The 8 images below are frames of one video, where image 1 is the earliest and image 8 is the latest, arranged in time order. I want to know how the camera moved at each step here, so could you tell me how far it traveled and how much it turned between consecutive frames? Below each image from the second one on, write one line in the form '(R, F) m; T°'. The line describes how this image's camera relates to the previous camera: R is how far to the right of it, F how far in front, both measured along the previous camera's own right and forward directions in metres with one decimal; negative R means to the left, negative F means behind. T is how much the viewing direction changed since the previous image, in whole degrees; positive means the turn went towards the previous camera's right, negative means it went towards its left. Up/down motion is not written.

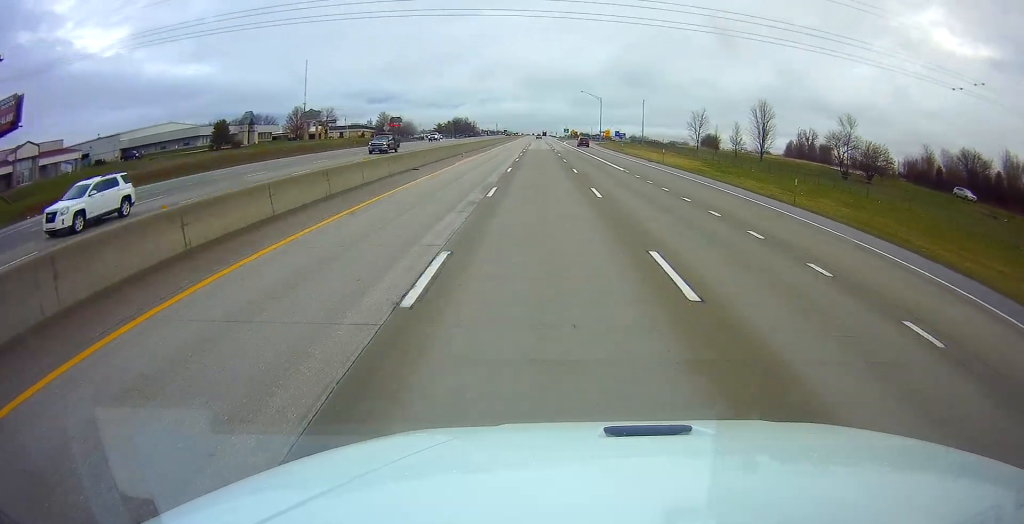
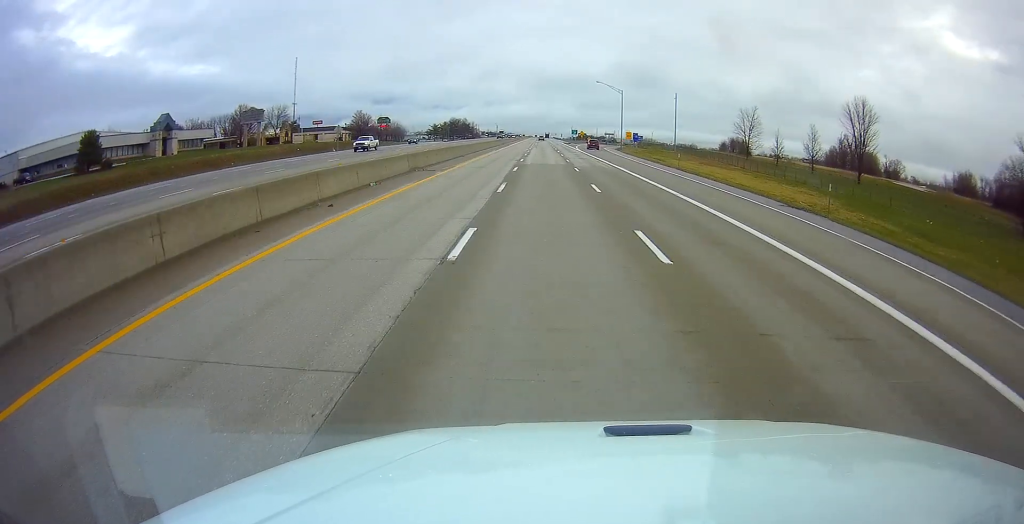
(-0.7, +34.4) m; -1°
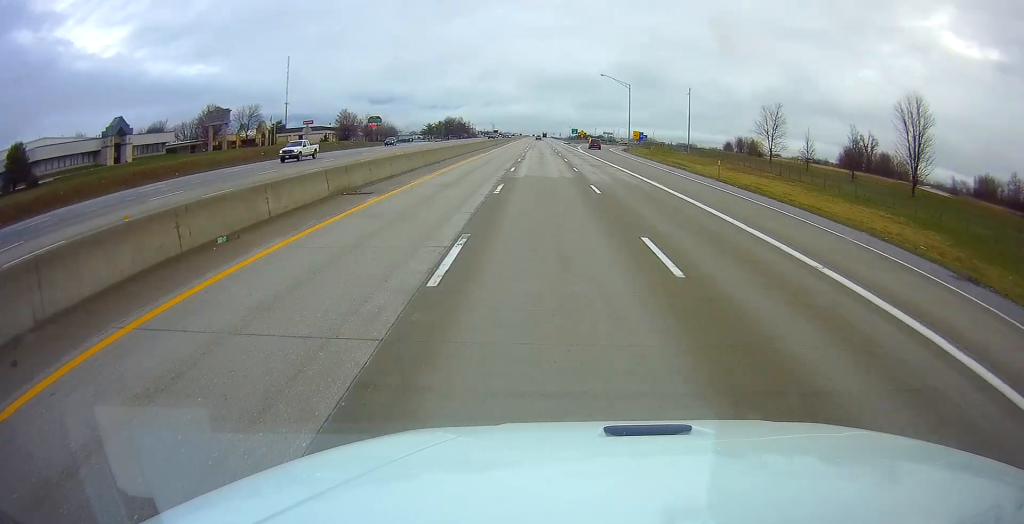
(0.0, +13.2) m; 0°
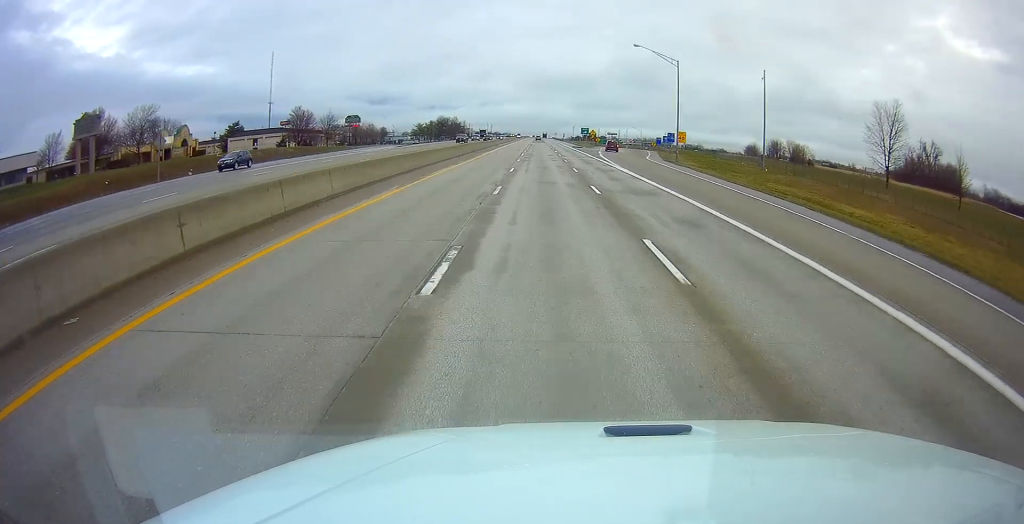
(0.0, +37.3) m; +1°
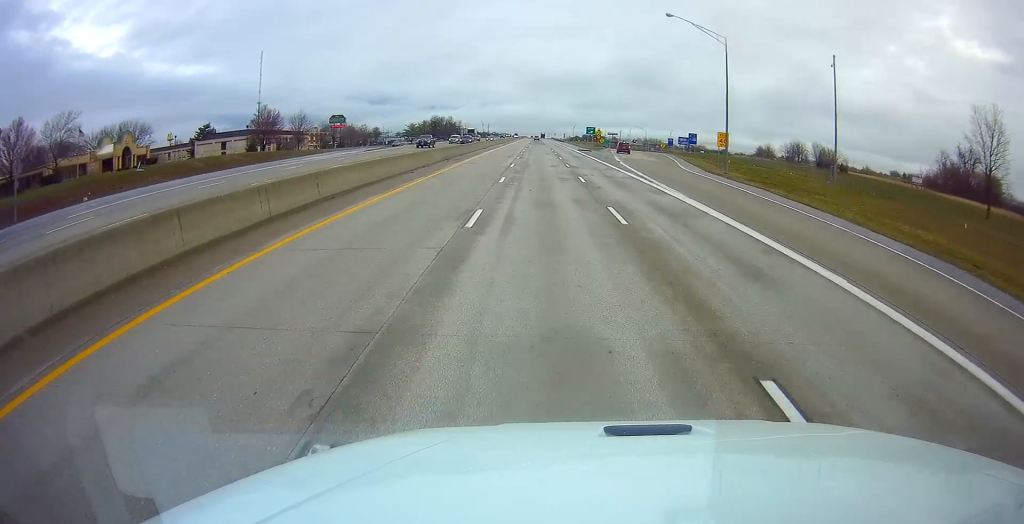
(+0.4, +19.2) m; 0°
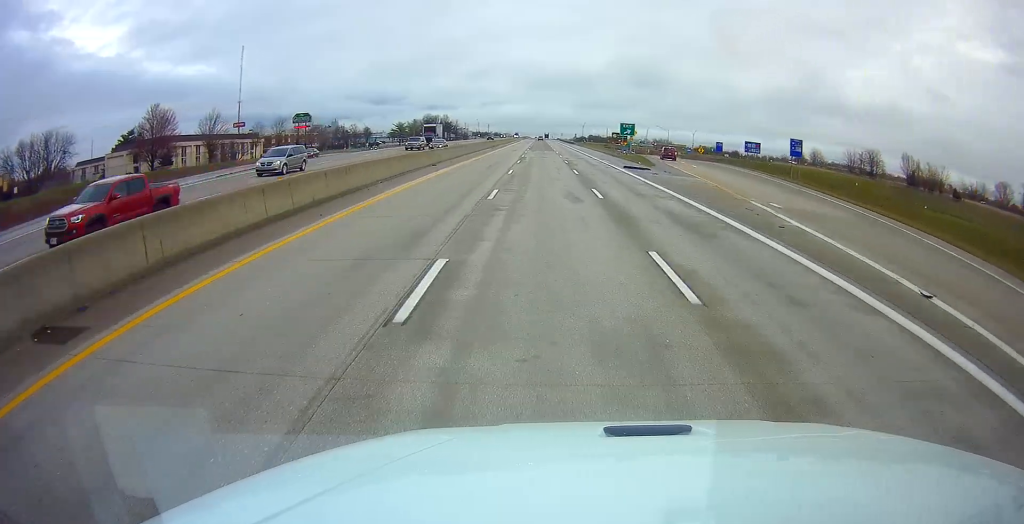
(-0.4, +43.6) m; -1°
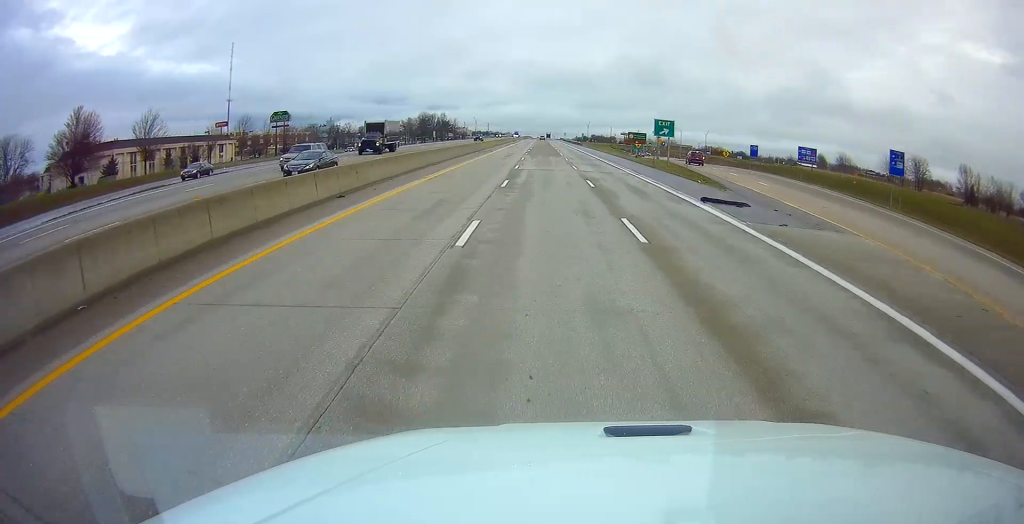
(0.0, +20.2) m; +1°
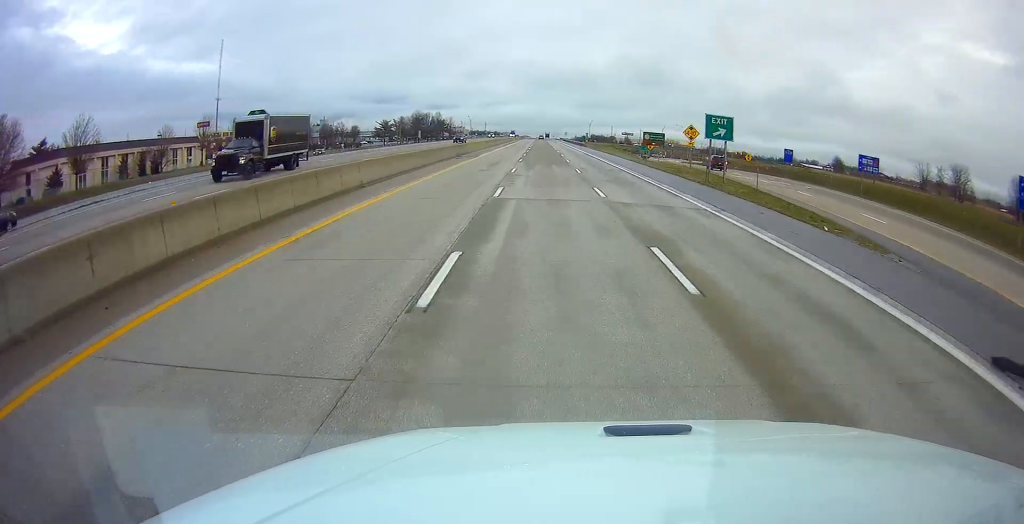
(0.0, +16.2) m; 0°
